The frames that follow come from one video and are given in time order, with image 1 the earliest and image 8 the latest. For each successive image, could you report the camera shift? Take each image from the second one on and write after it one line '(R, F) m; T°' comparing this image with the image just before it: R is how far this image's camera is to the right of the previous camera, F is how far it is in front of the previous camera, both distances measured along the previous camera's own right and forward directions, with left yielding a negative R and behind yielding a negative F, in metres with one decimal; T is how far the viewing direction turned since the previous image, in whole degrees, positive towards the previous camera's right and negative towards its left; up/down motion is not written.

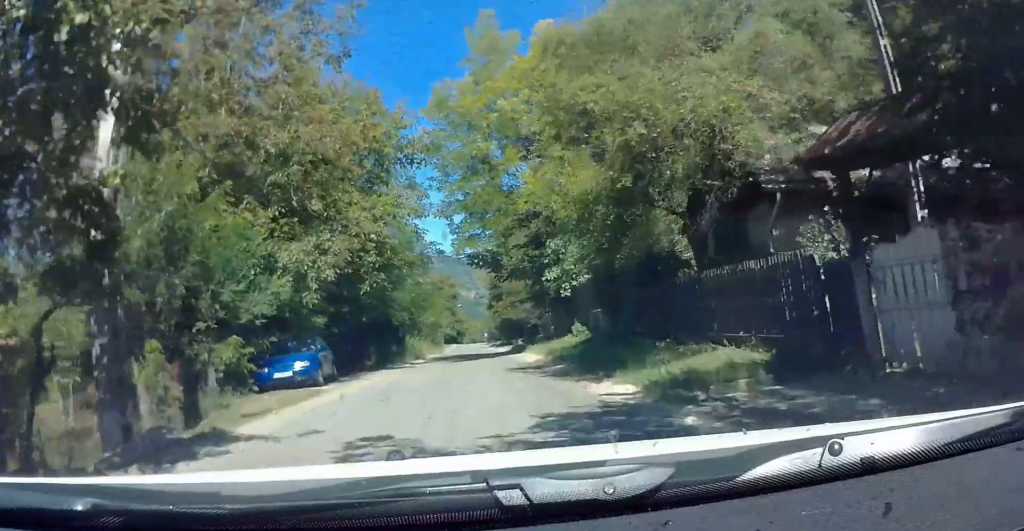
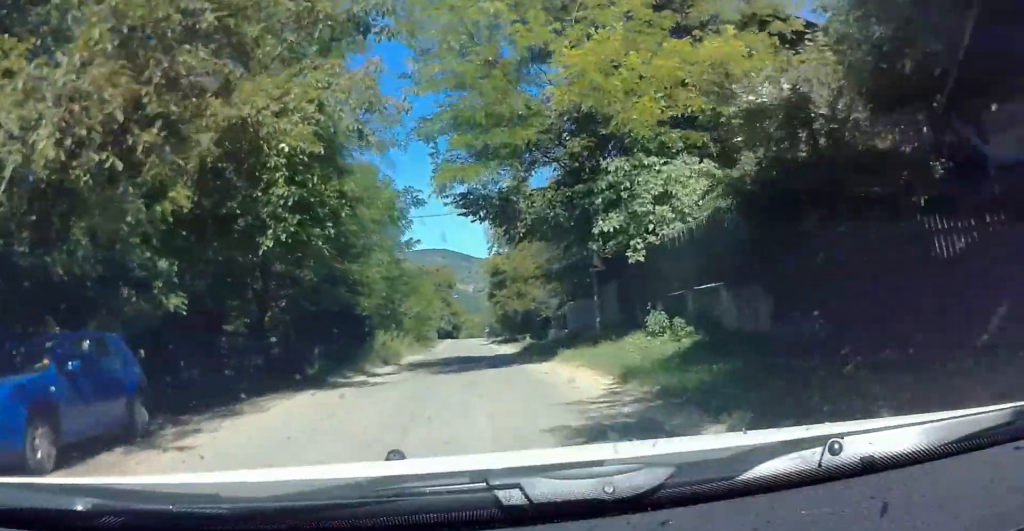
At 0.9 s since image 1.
(-2.9, +11.6) m; -15°
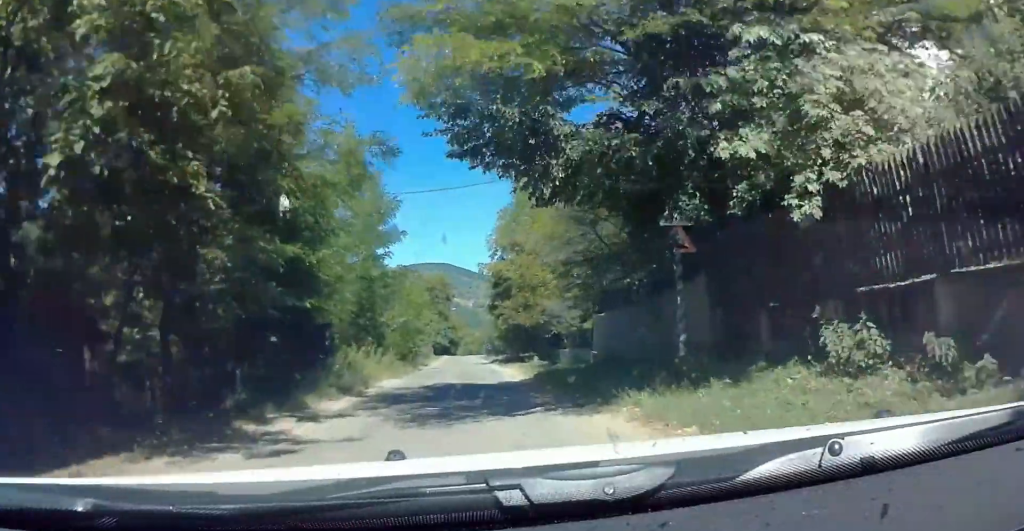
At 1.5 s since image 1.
(-0.5, +8.0) m; -1°
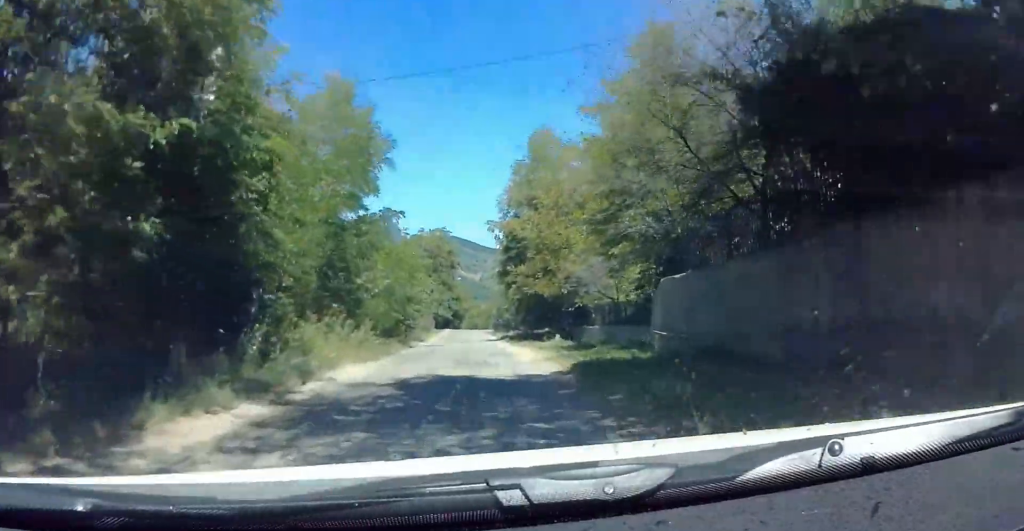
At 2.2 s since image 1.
(-0.2, +8.4) m; +4°
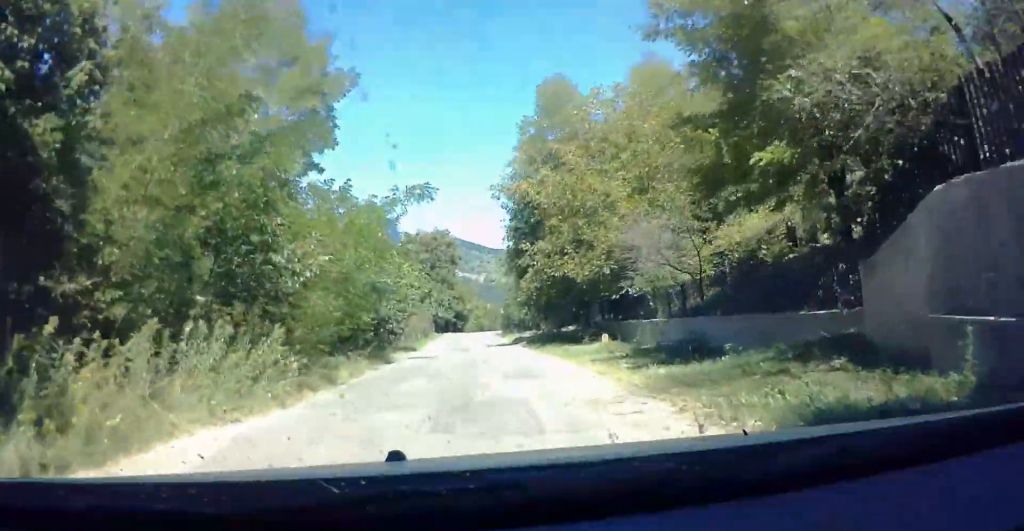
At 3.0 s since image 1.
(+1.0, +10.9) m; +6°
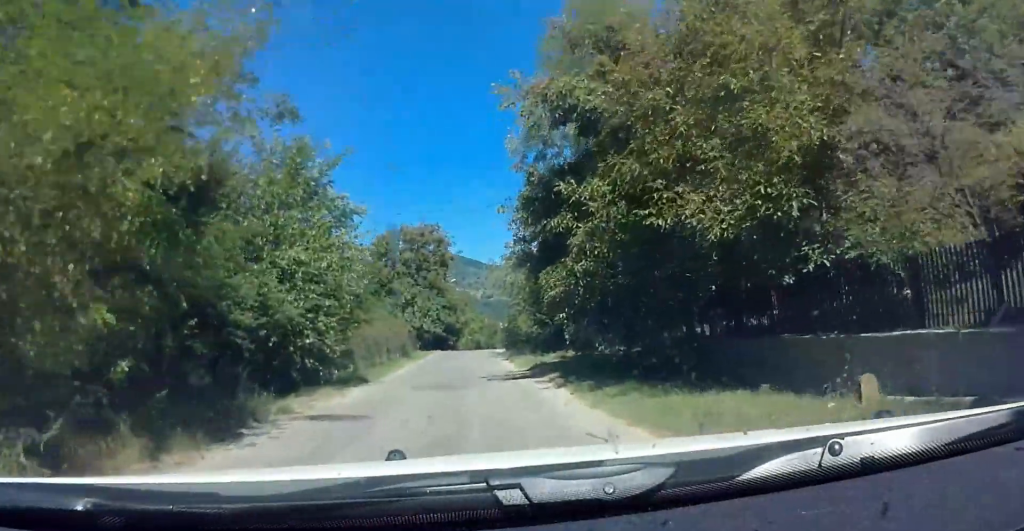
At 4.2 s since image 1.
(+0.6, +15.3) m; +1°
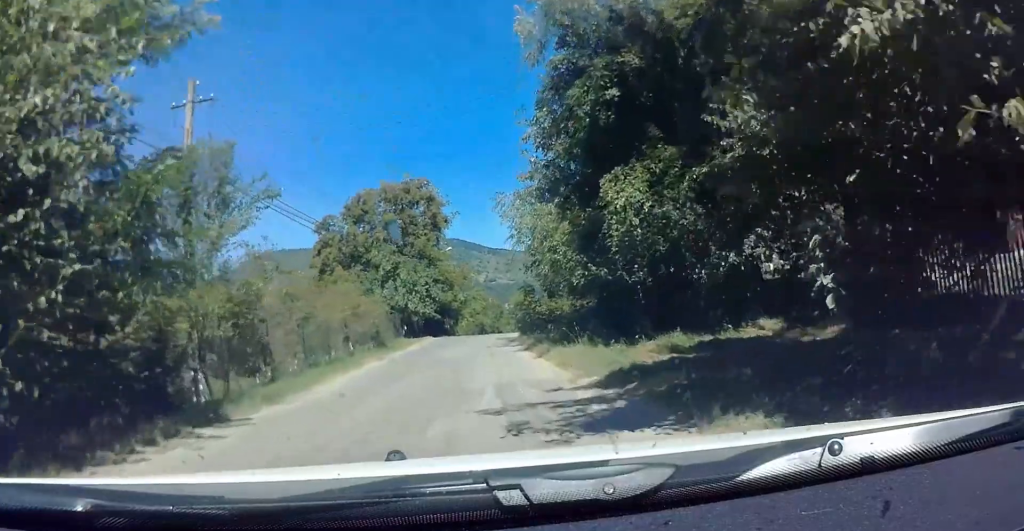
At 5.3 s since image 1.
(-0.3, +13.4) m; -1°
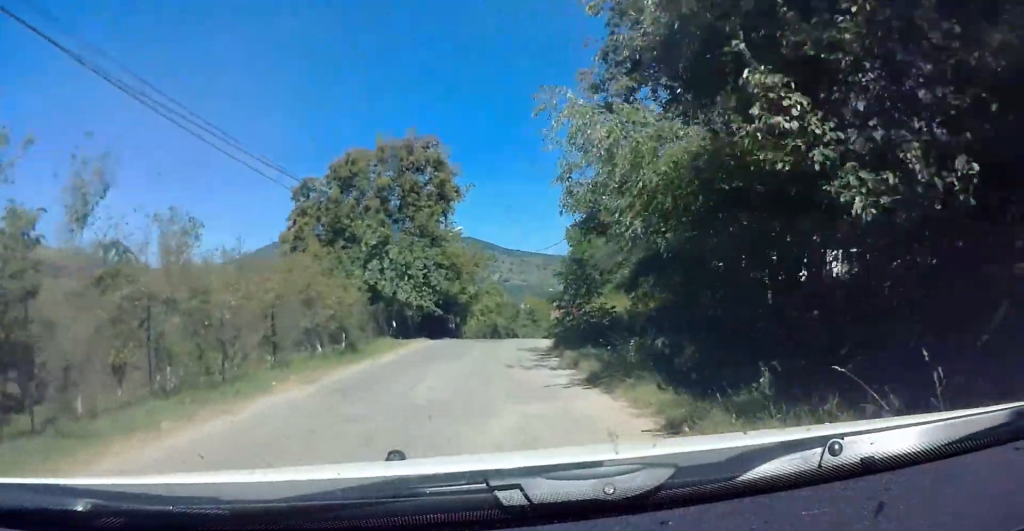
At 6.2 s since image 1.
(0.0, +11.3) m; -1°
